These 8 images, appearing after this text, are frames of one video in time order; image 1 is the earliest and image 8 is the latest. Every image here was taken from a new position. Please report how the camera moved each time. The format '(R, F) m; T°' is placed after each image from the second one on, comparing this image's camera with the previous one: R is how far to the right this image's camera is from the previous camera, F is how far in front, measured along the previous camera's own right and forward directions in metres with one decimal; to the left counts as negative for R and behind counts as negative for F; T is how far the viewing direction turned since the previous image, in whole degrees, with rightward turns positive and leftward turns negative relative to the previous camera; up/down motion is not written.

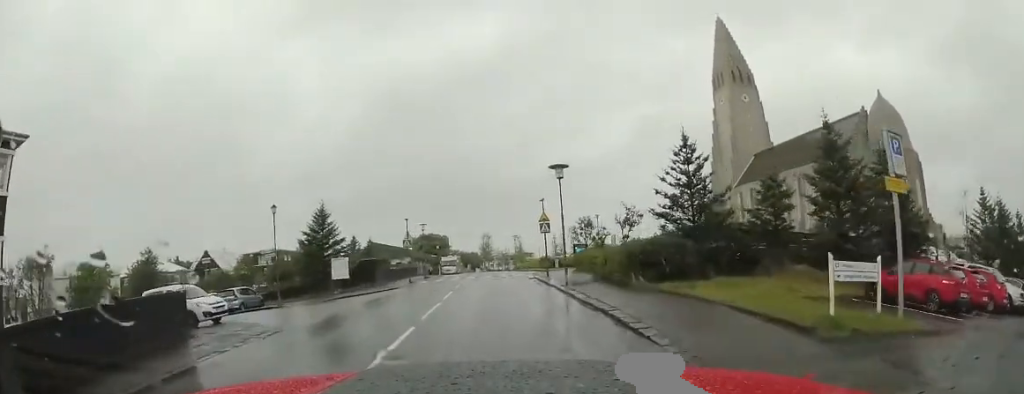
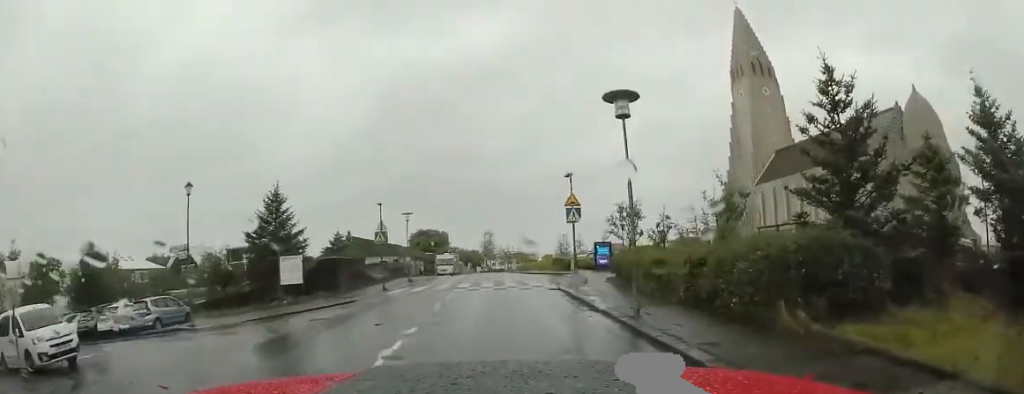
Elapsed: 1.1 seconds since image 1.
(-0.2, +8.3) m; 0°
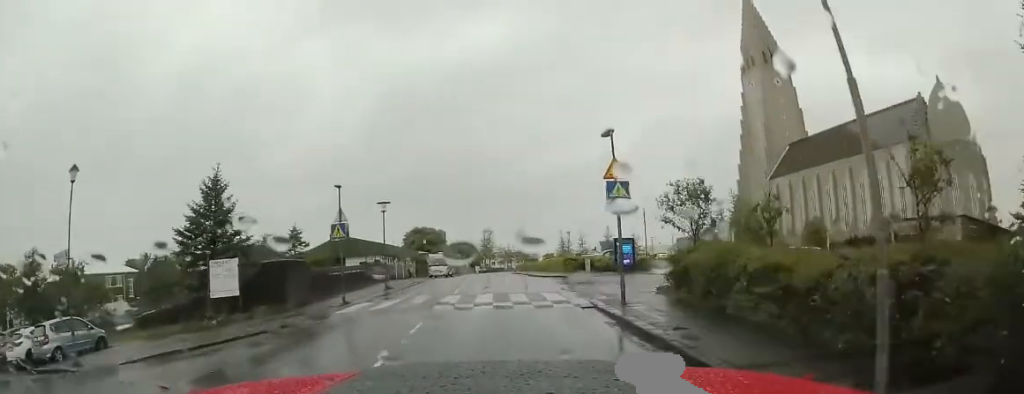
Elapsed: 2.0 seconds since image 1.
(+0.1, +6.2) m; -1°
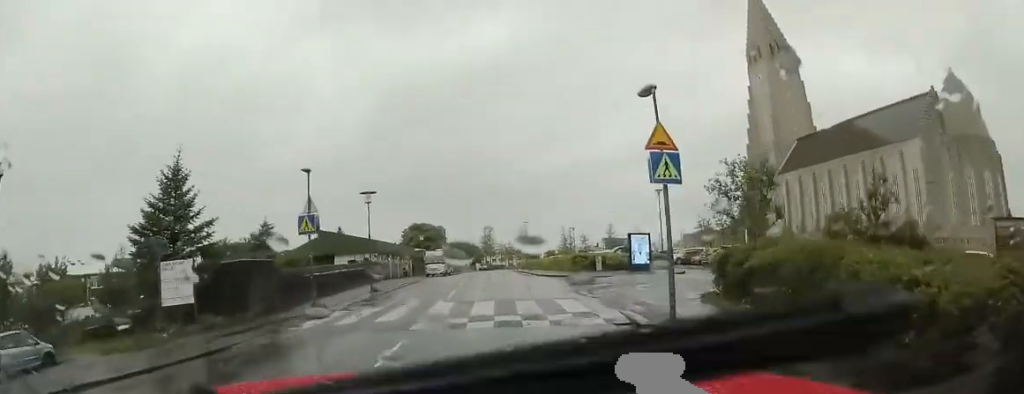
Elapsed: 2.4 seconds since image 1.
(-0.1, +3.0) m; -2°
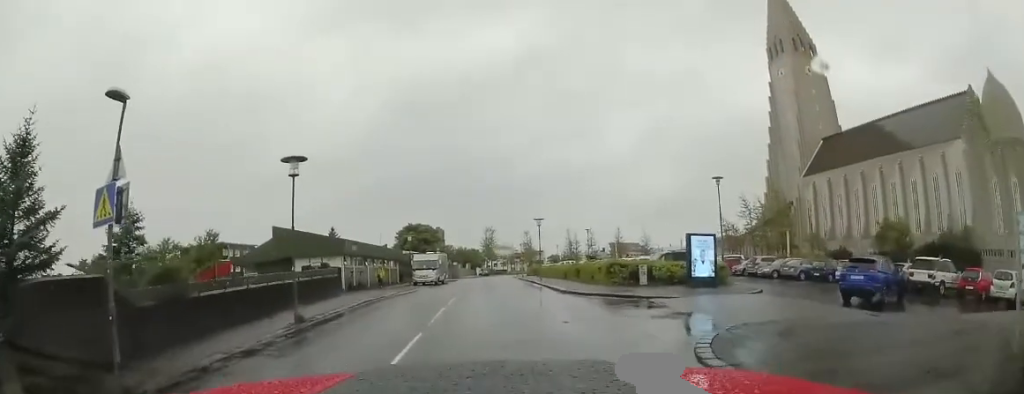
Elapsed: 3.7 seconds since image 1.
(-0.4, +8.8) m; +3°
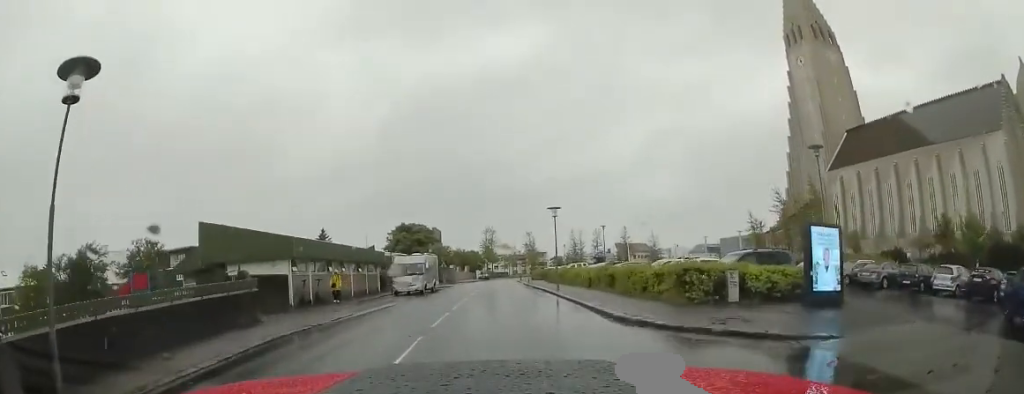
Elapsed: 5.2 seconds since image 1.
(+0.8, +8.4) m; +2°
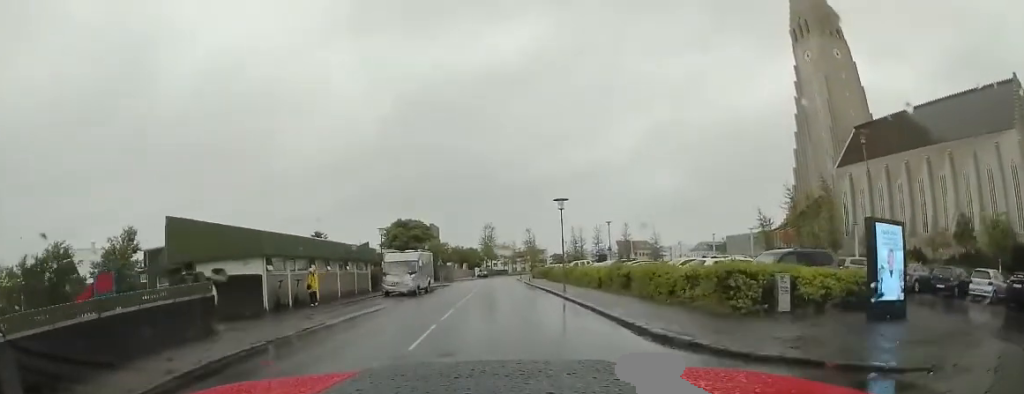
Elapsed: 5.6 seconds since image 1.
(-0.1, +2.4) m; -2°
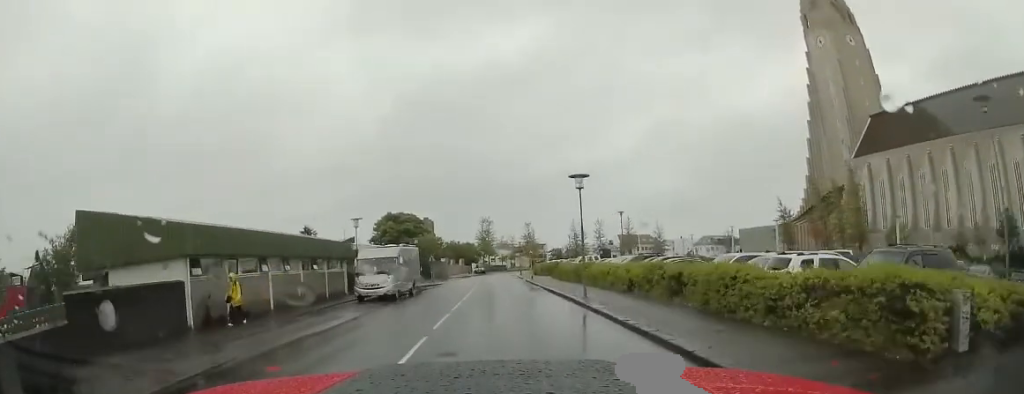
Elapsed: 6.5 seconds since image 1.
(0.0, +5.1) m; 0°
